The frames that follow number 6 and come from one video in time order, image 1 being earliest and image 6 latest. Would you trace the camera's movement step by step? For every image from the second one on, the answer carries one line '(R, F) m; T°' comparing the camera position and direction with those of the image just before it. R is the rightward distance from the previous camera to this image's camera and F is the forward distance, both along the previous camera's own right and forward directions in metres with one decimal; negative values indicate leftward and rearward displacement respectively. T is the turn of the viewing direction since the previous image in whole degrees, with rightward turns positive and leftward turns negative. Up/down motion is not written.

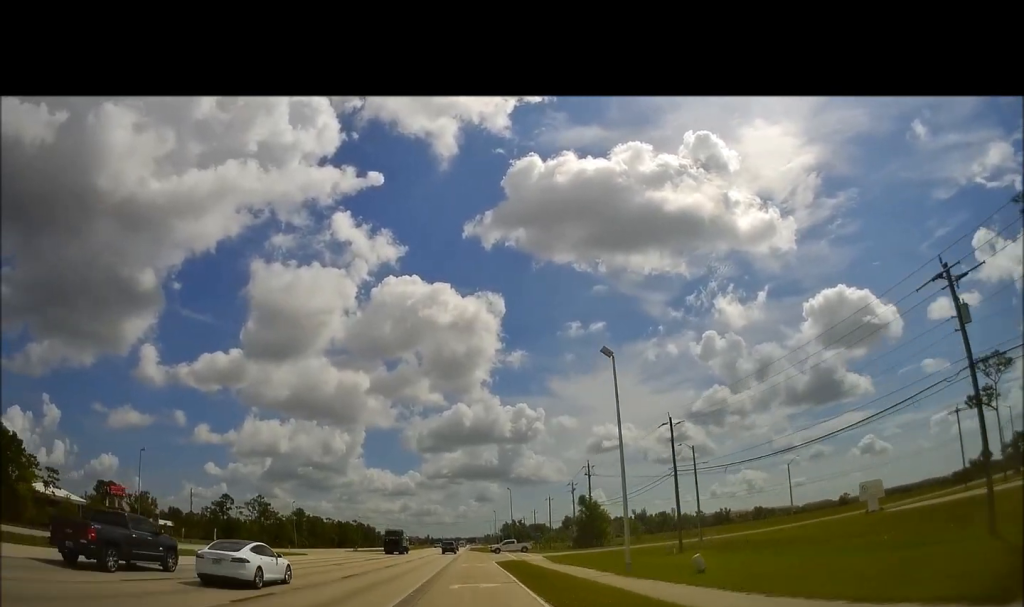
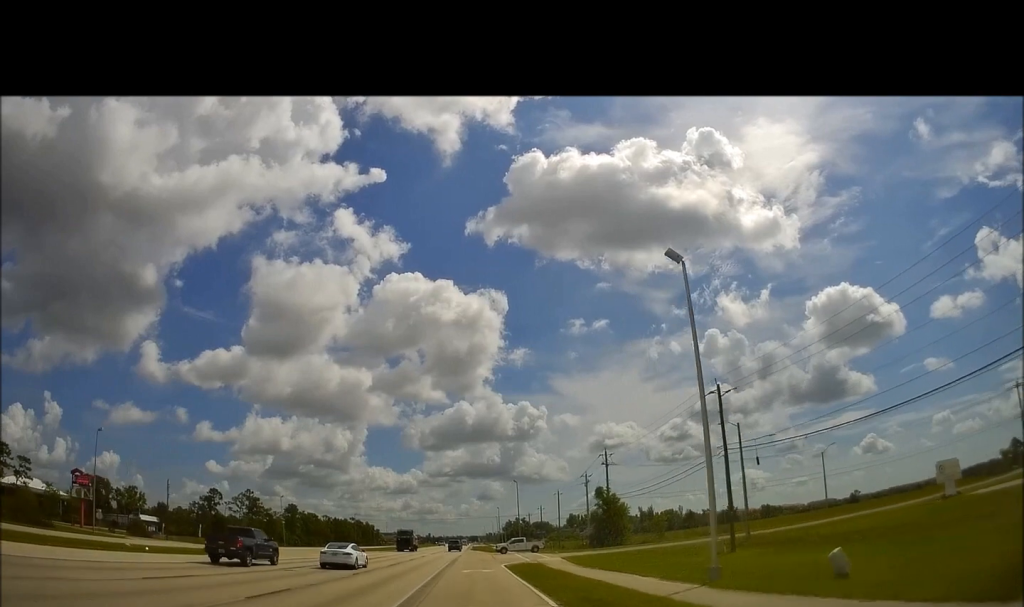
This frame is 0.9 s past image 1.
(+0.3, +11.0) m; 0°
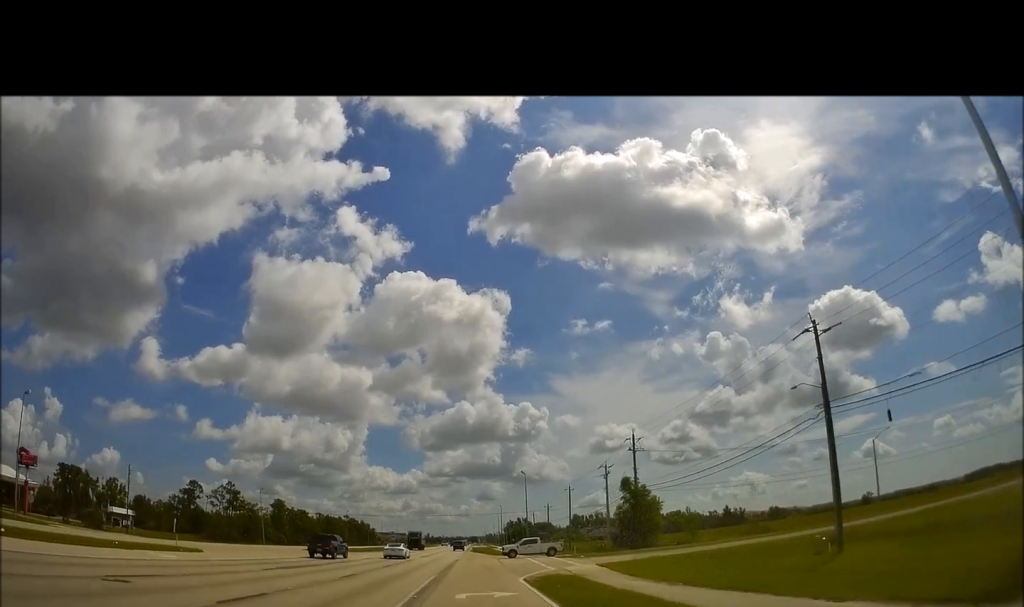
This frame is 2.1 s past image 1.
(-0.7, +14.1) m; -5°
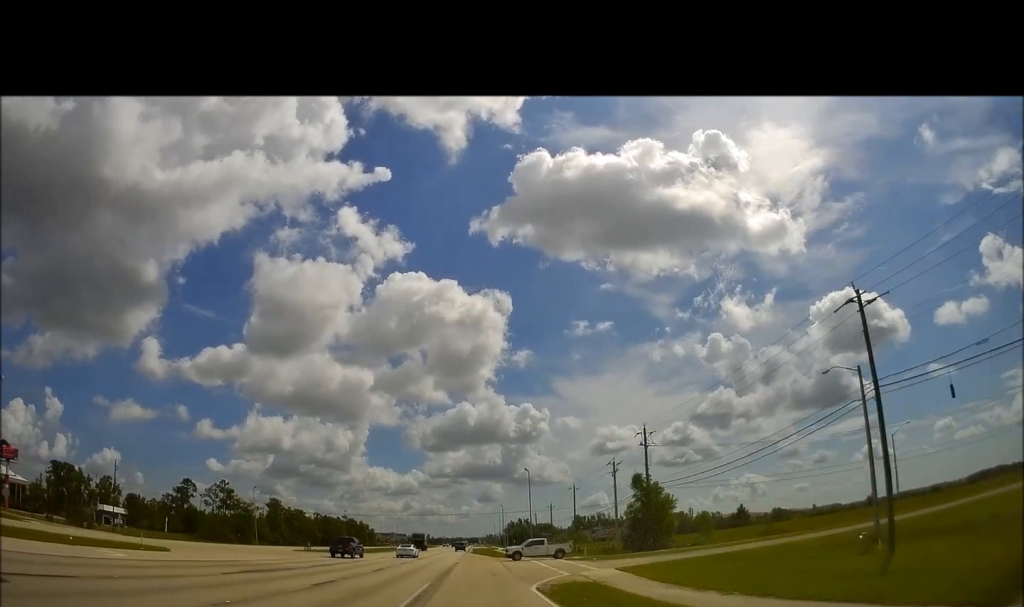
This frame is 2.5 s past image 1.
(-0.3, +4.6) m; -1°
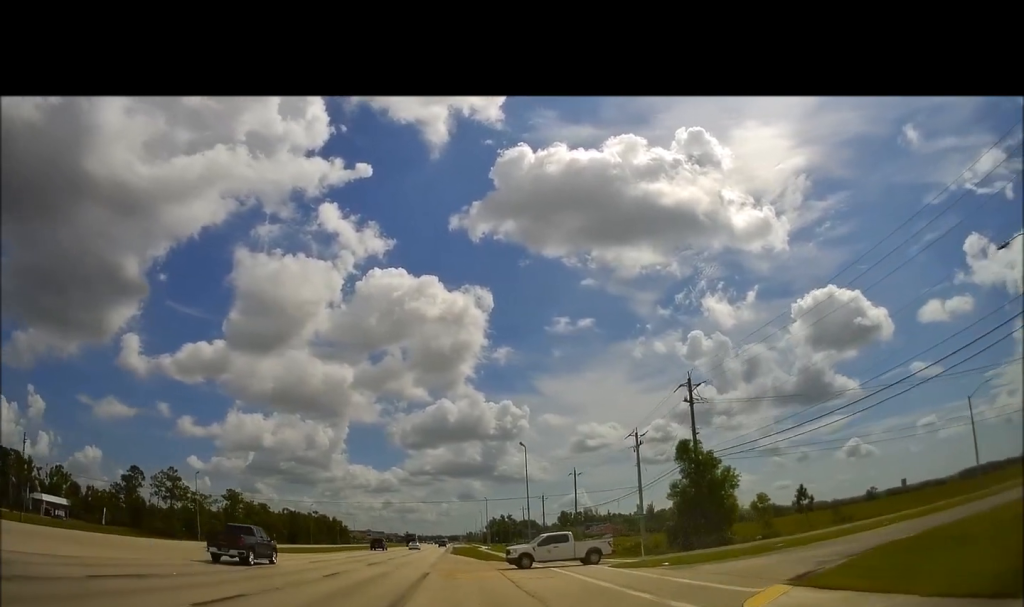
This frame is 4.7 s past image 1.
(+0.5, +20.5) m; +8°
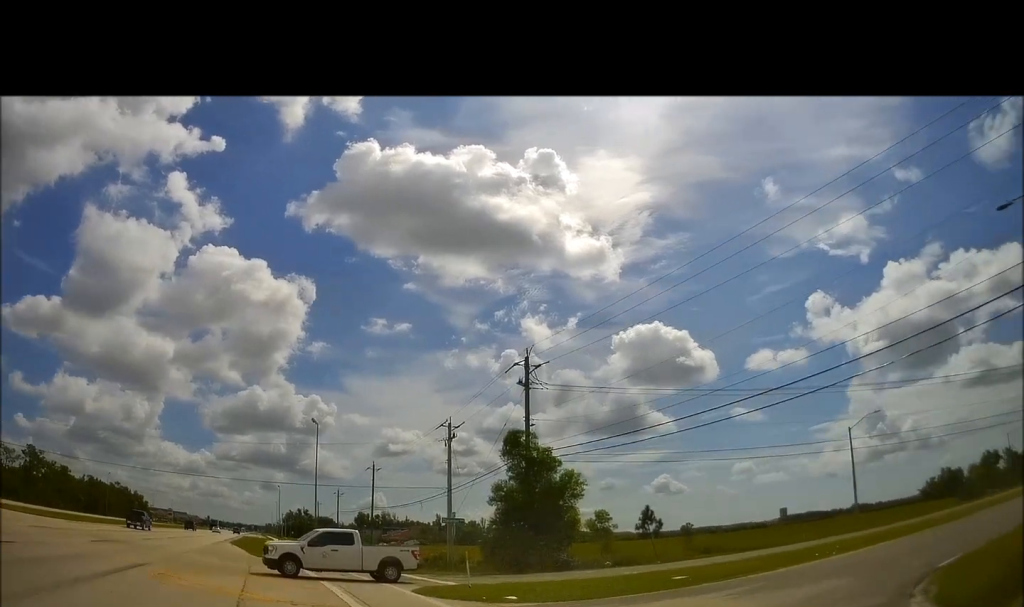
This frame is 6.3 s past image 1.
(+2.5, +10.7) m; +26°
